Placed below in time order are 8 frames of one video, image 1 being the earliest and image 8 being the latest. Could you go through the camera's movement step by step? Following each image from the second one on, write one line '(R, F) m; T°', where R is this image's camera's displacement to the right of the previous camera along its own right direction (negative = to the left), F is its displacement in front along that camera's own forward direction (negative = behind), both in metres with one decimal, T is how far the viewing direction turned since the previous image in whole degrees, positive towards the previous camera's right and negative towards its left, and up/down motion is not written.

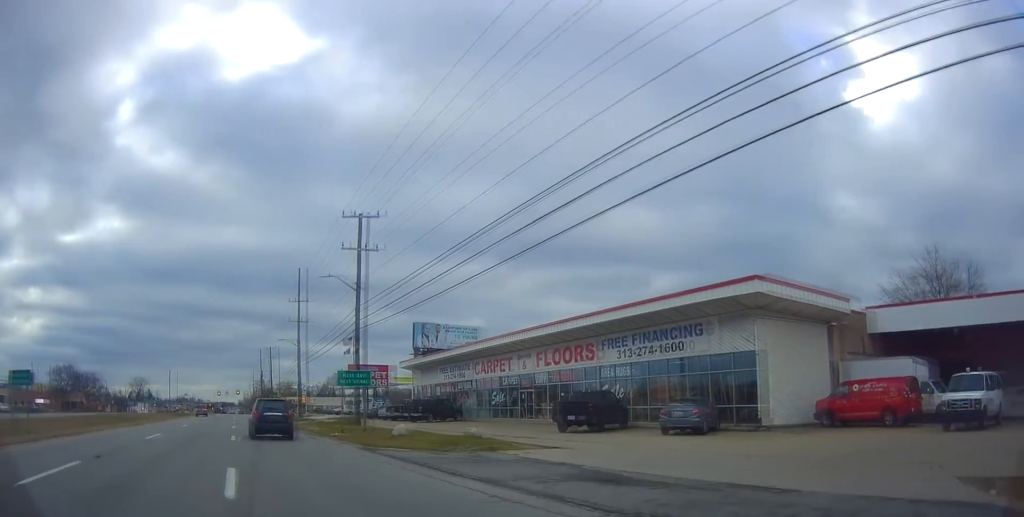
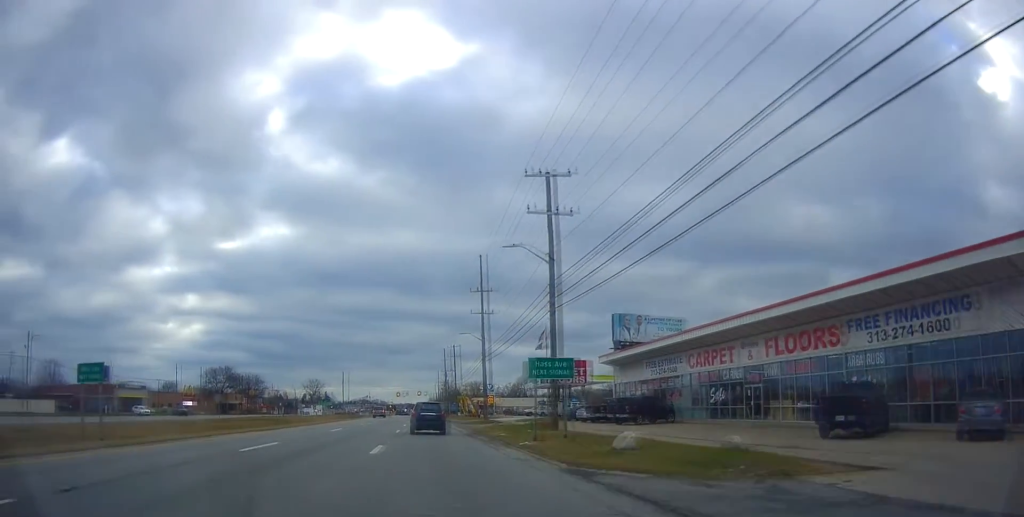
(-0.7, +8.0) m; -10°
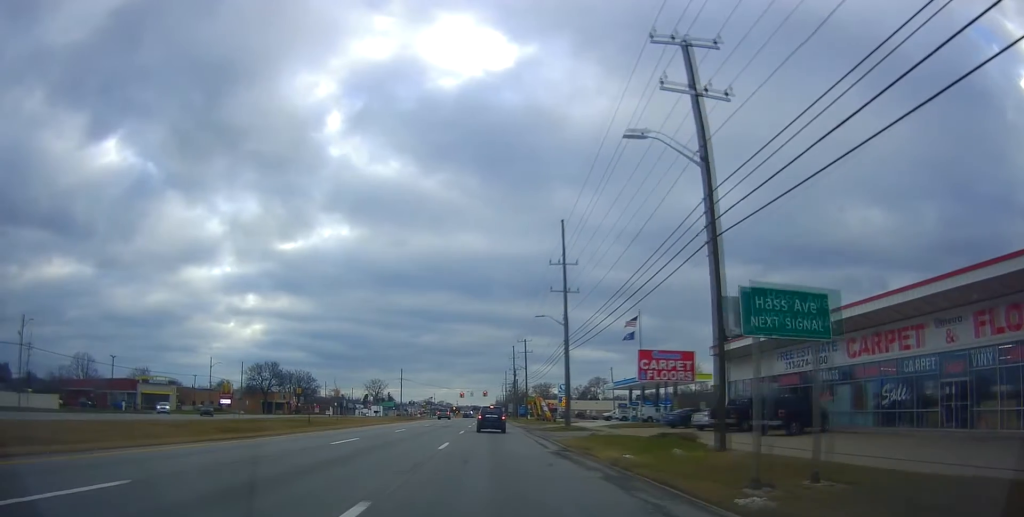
(-1.0, +14.0) m; -1°
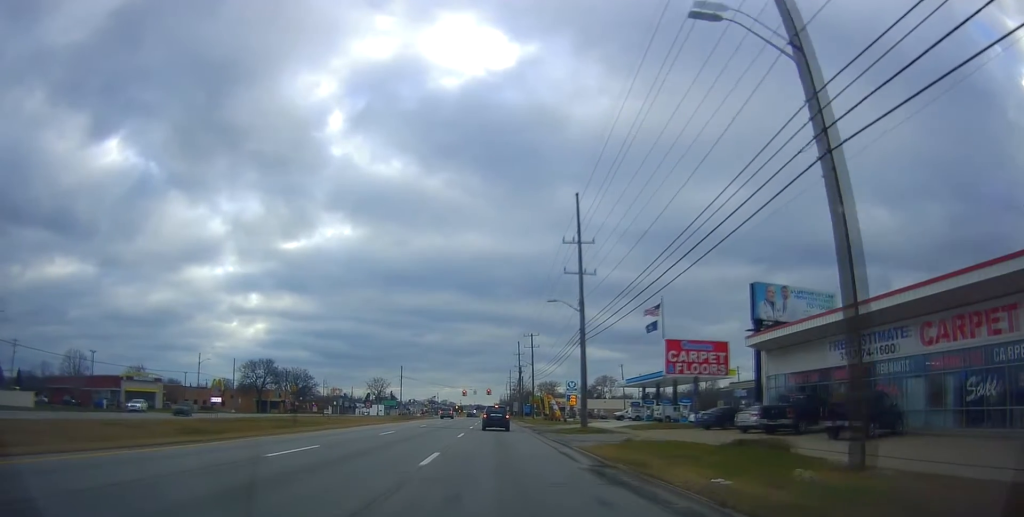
(+0.2, +6.8) m; +2°
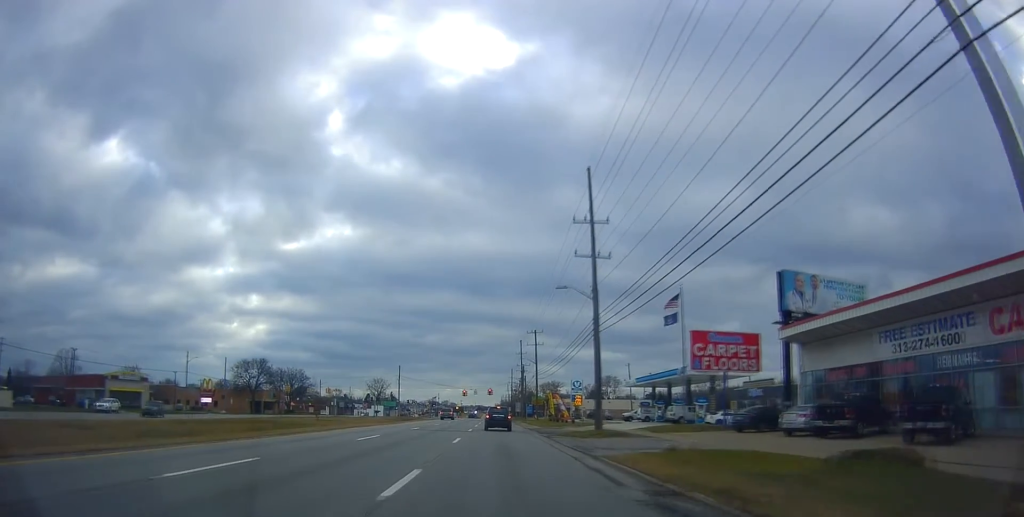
(0.0, +5.3) m; 0°
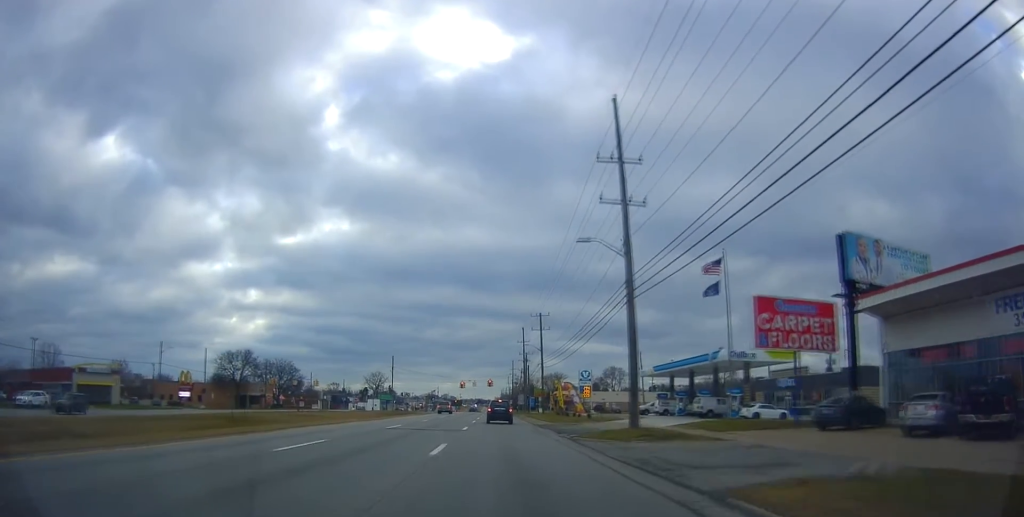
(0.0, +9.3) m; 0°
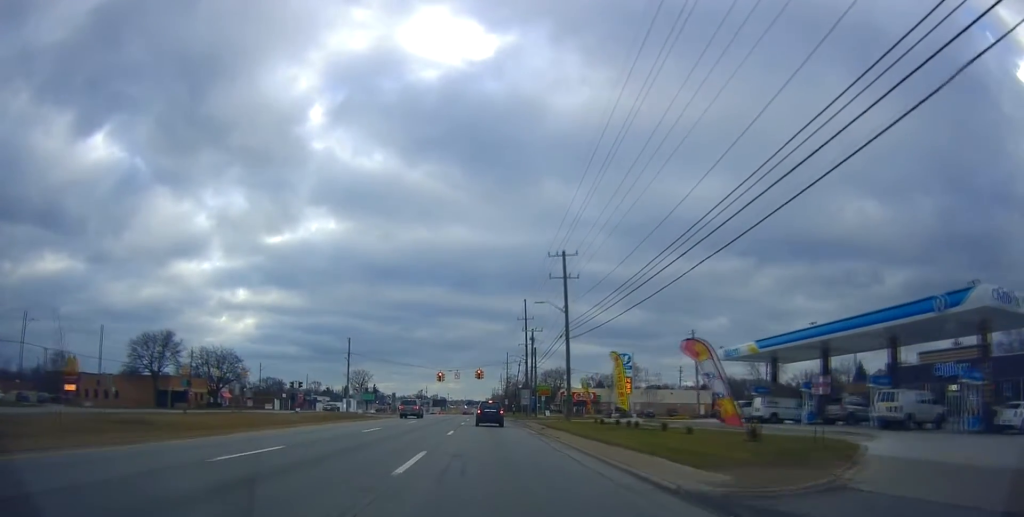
(-0.7, +32.3) m; -1°
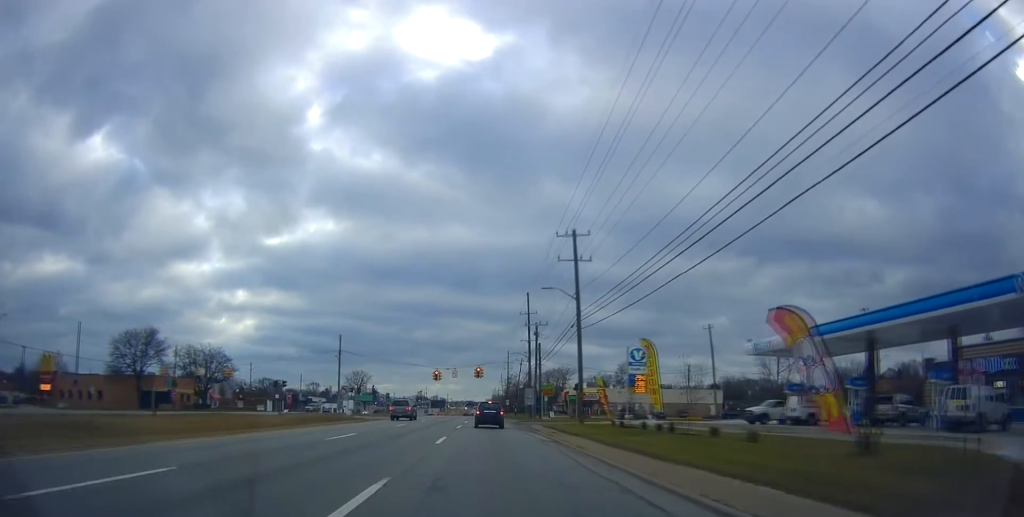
(+0.1, +5.7) m; +1°
